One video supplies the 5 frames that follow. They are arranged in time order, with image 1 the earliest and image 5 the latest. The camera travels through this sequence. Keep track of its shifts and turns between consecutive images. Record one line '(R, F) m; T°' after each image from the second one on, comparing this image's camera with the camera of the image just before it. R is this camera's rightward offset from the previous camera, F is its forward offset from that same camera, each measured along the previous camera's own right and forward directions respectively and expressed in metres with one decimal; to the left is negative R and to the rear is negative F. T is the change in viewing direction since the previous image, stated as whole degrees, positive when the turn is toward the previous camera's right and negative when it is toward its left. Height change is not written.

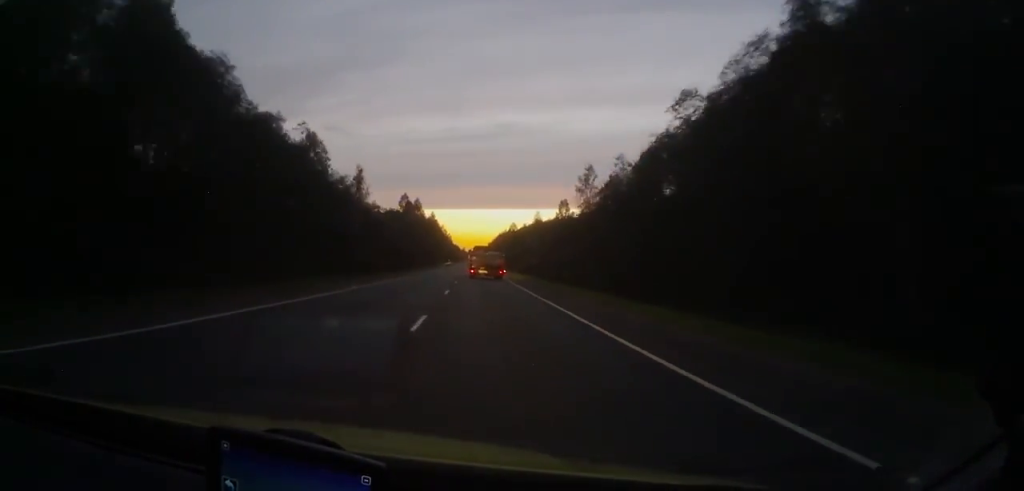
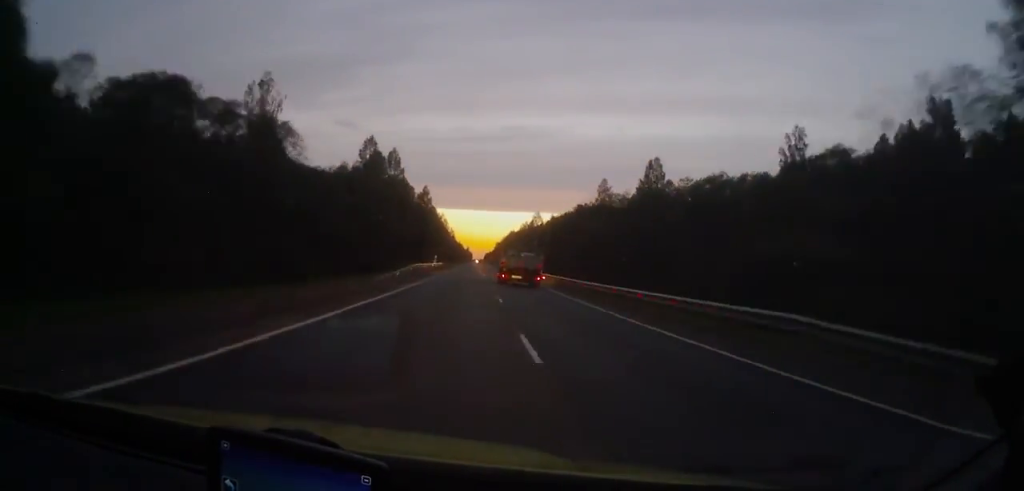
(-1.0, +87.3) m; 0°
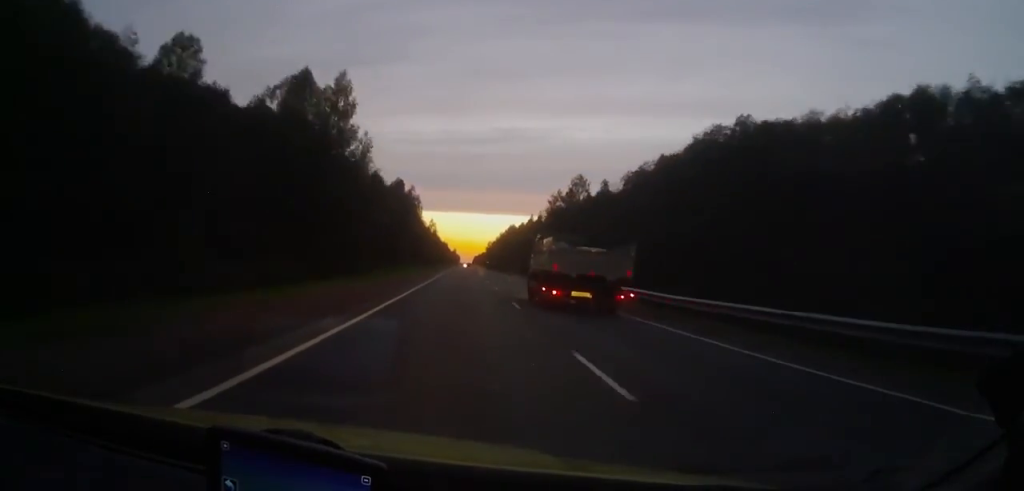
(+0.7, +110.0) m; +1°
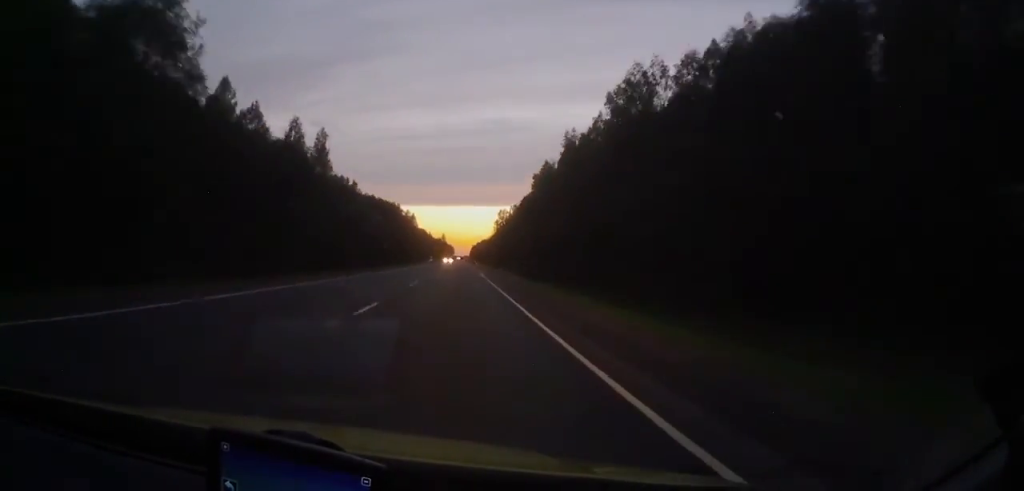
(+2.7, +274.9) m; 0°
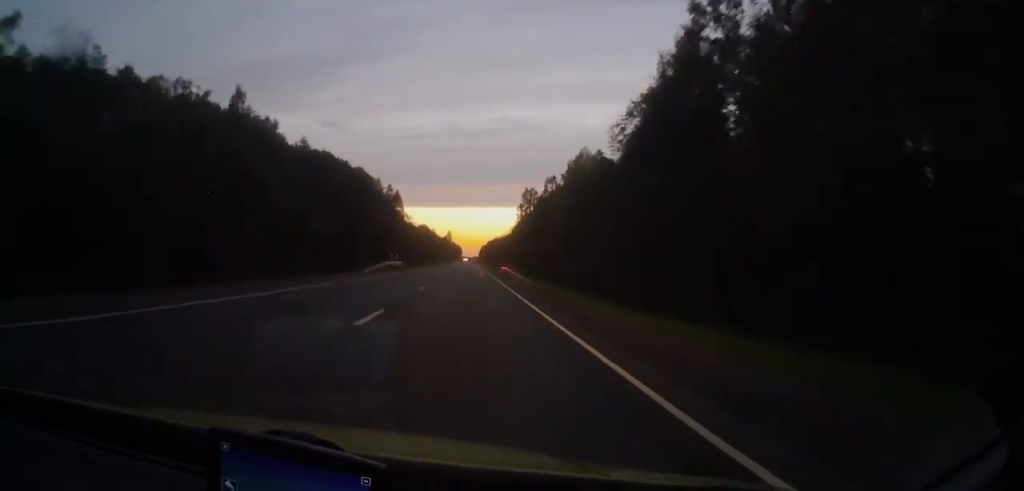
(-0.5, +84.9) m; 0°
